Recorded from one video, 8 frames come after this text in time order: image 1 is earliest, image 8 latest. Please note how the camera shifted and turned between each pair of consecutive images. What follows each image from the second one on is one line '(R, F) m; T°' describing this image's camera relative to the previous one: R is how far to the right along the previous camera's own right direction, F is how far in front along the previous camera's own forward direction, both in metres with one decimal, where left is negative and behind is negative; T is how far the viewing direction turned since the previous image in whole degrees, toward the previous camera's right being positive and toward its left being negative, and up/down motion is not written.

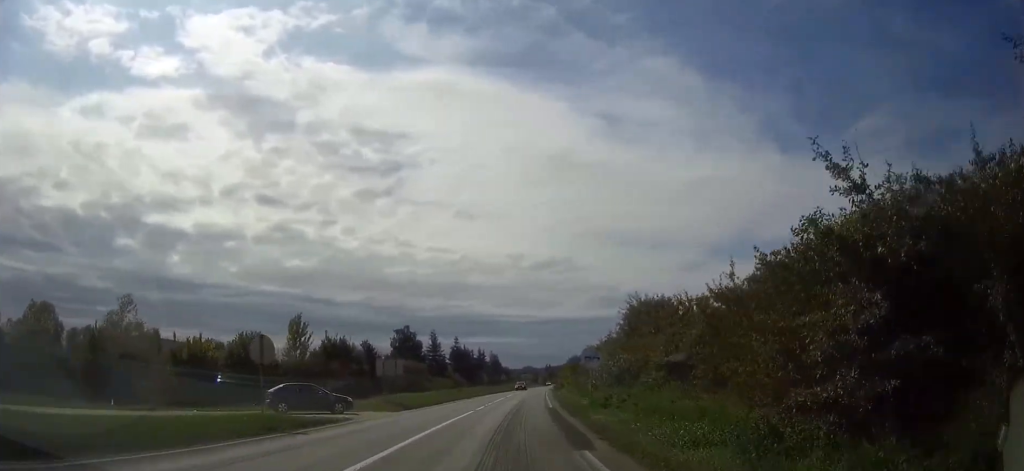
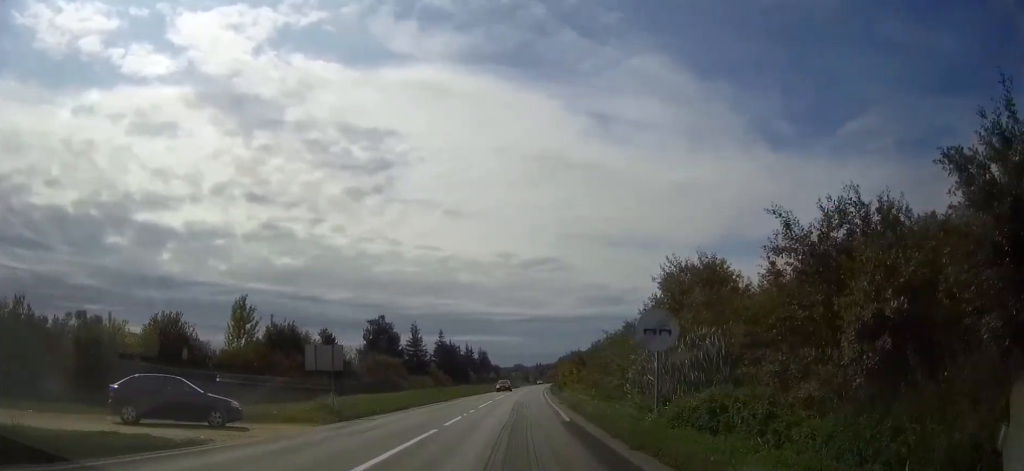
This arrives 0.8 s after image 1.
(0.0, +13.2) m; +1°
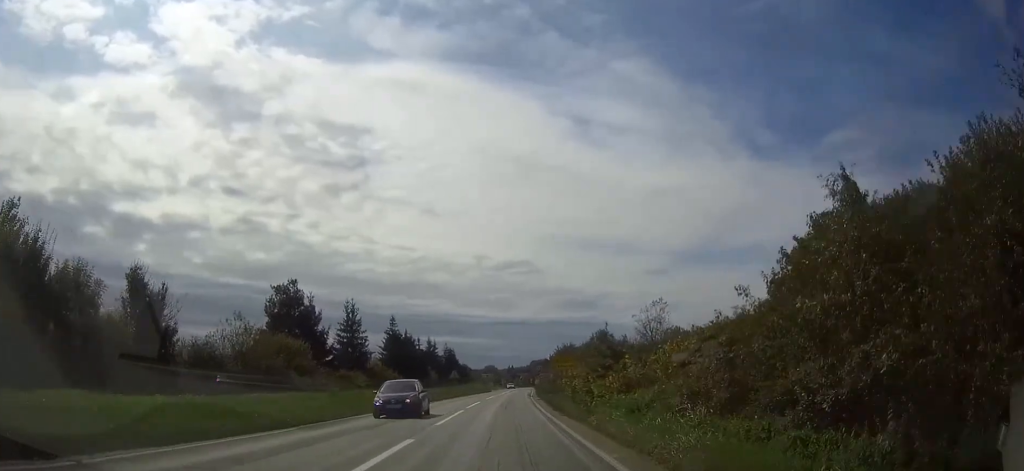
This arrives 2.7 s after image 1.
(+0.6, +29.3) m; +2°
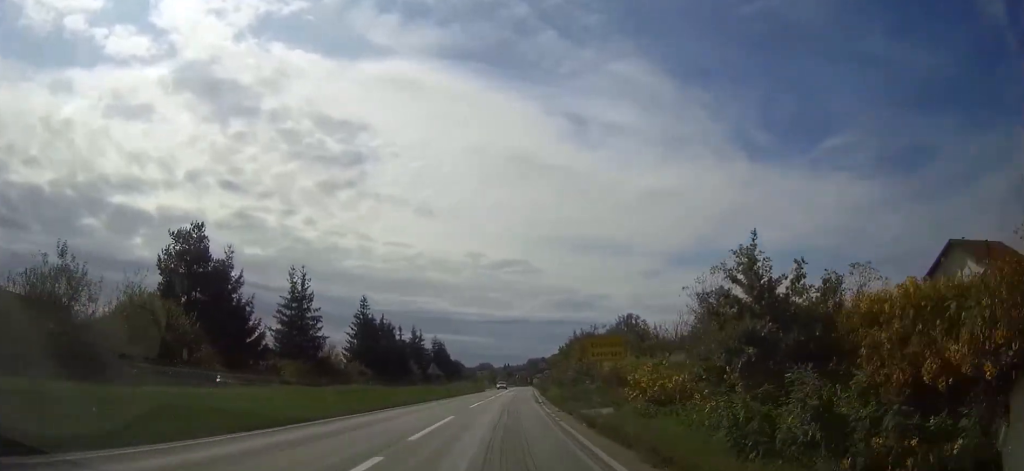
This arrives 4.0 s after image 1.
(0.0, +20.2) m; 0°
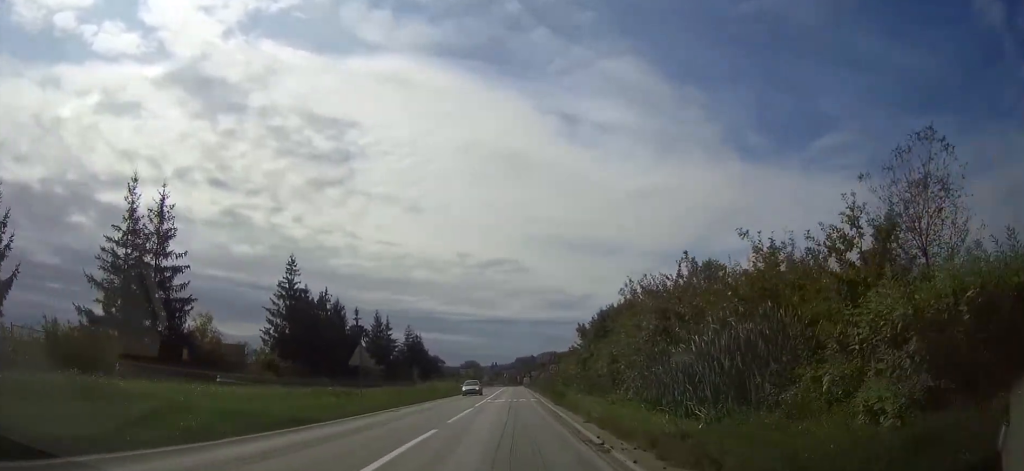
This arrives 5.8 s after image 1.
(+0.3, +25.9) m; +1°
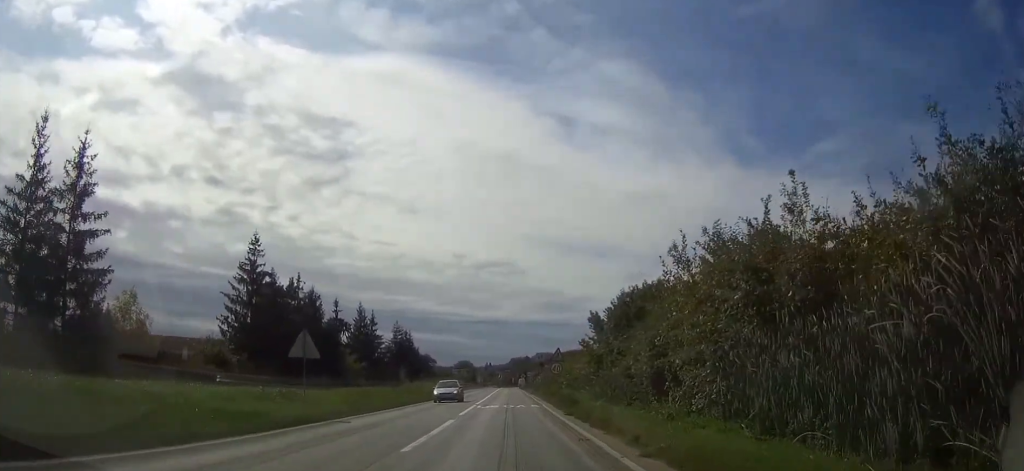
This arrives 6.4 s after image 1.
(0.0, +8.4) m; 0°
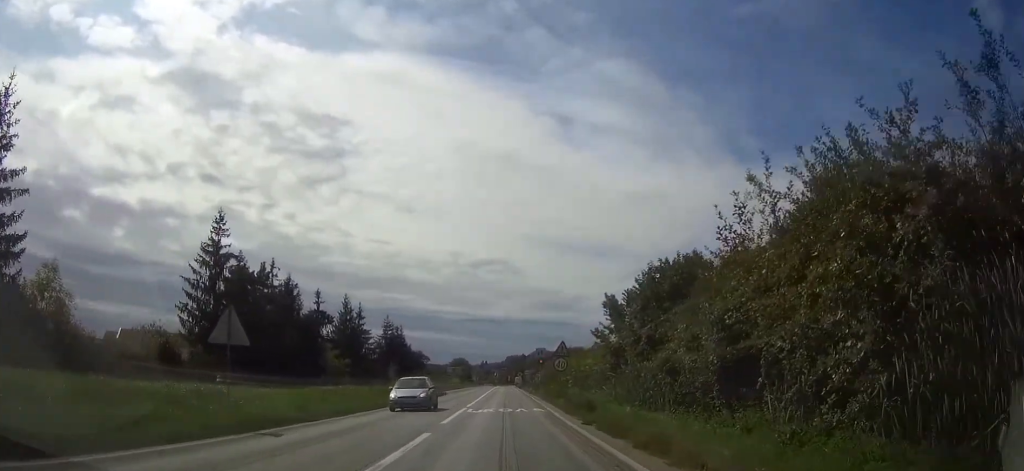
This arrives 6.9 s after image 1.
(0.0, +6.3) m; 0°
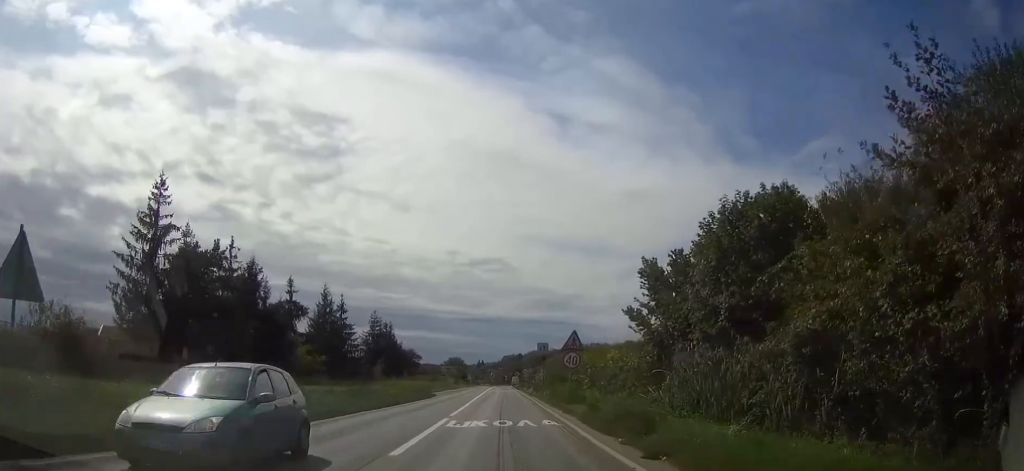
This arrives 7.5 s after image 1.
(0.0, +8.4) m; 0°
